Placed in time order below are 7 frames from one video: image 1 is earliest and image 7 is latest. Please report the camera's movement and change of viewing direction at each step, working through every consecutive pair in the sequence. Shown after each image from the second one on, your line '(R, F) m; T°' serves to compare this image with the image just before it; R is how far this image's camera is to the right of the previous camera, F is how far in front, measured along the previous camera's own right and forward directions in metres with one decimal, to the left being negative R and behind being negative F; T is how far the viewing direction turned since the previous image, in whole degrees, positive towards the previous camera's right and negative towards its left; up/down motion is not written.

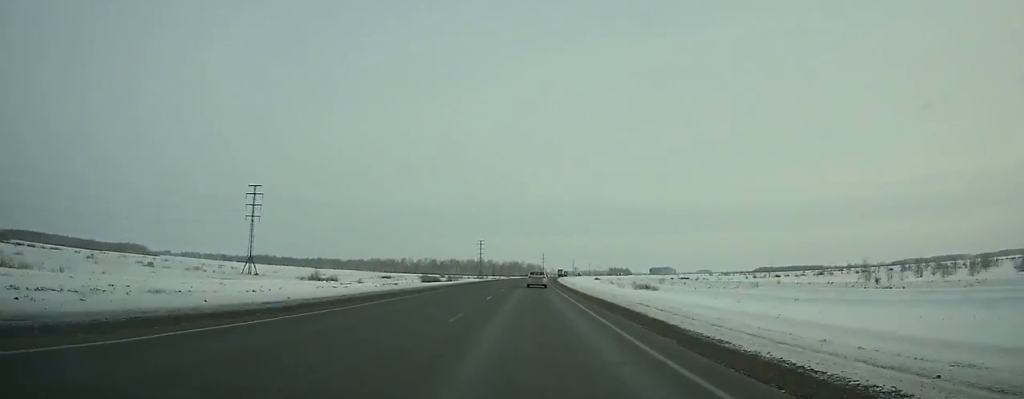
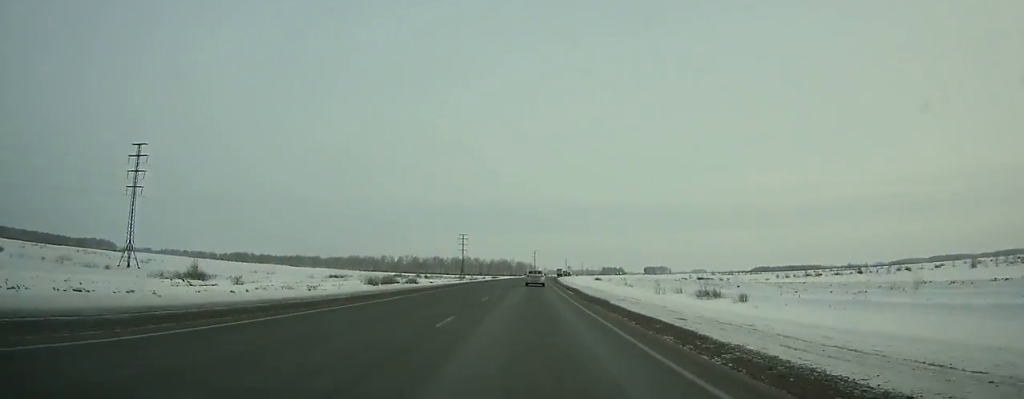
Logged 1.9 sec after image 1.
(+0.2, +50.8) m; +1°
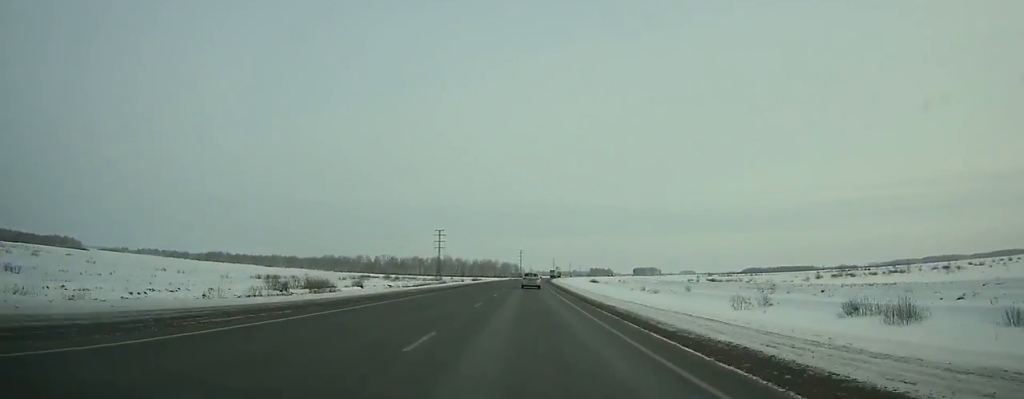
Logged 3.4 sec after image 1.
(+0.6, +39.6) m; +1°
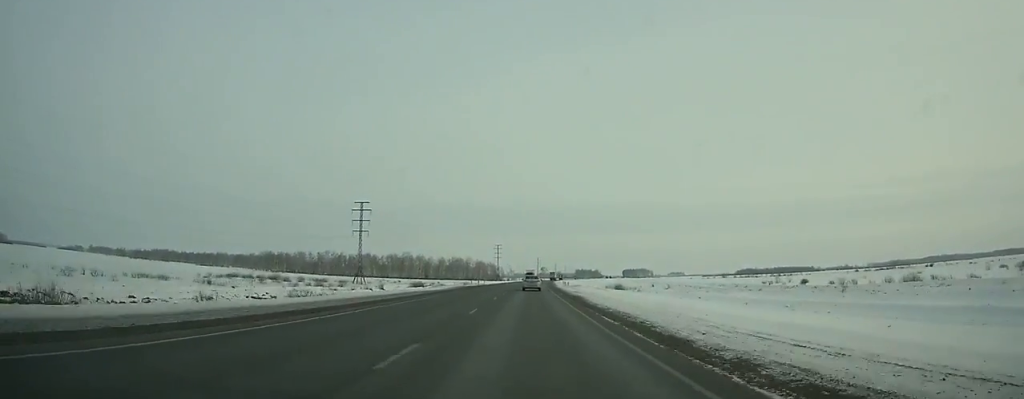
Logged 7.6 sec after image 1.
(+2.0, +110.3) m; +2°
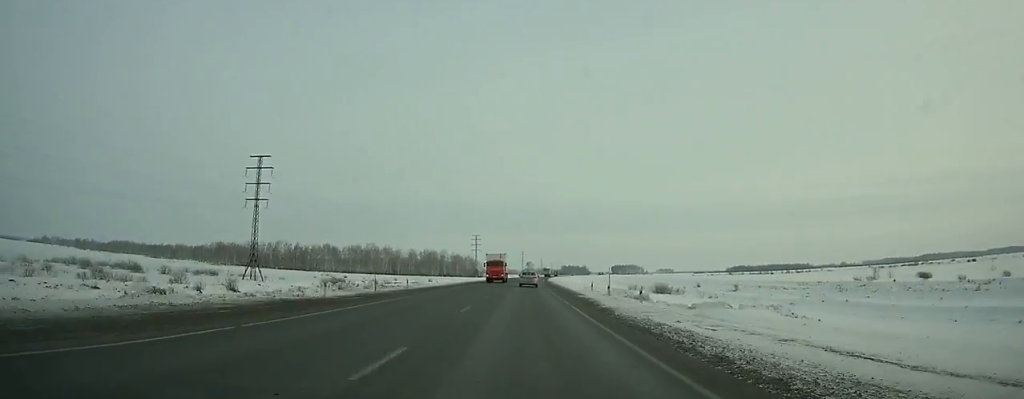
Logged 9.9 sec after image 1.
(+0.8, +60.1) m; +1°
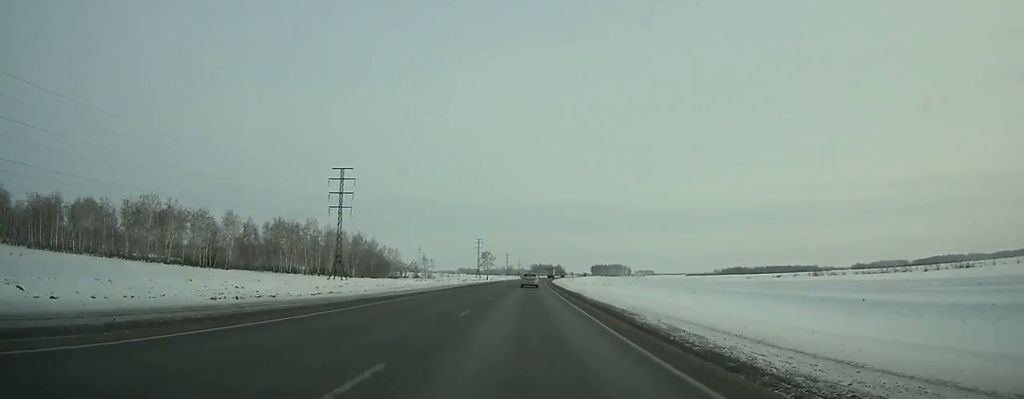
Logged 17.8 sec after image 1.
(+6.3, +207.8) m; +4°
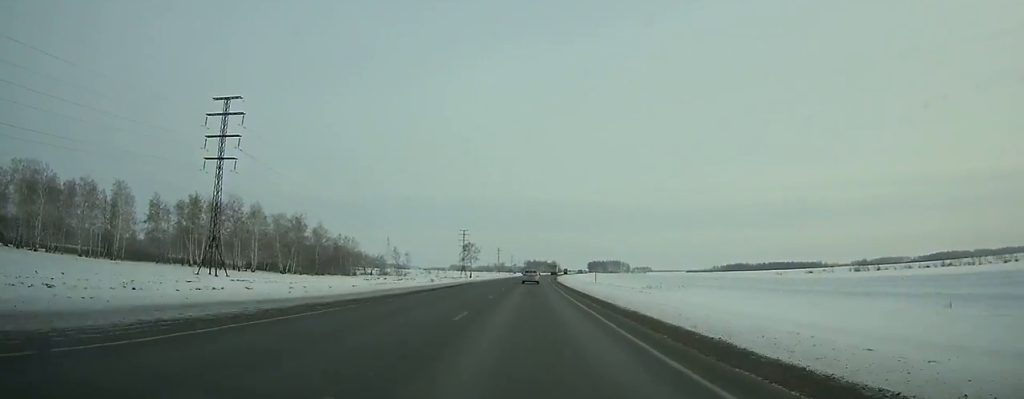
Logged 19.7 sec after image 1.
(+0.2, +50.5) m; +1°
